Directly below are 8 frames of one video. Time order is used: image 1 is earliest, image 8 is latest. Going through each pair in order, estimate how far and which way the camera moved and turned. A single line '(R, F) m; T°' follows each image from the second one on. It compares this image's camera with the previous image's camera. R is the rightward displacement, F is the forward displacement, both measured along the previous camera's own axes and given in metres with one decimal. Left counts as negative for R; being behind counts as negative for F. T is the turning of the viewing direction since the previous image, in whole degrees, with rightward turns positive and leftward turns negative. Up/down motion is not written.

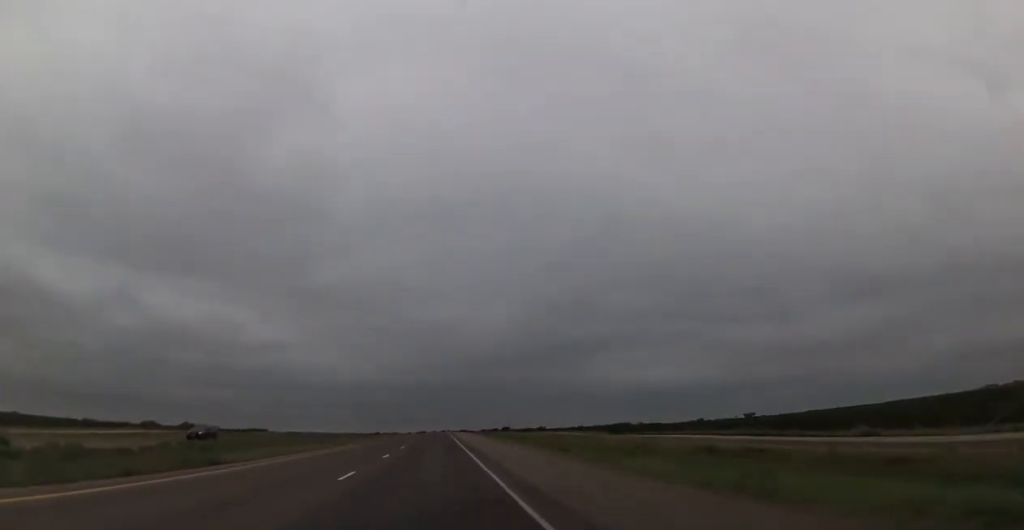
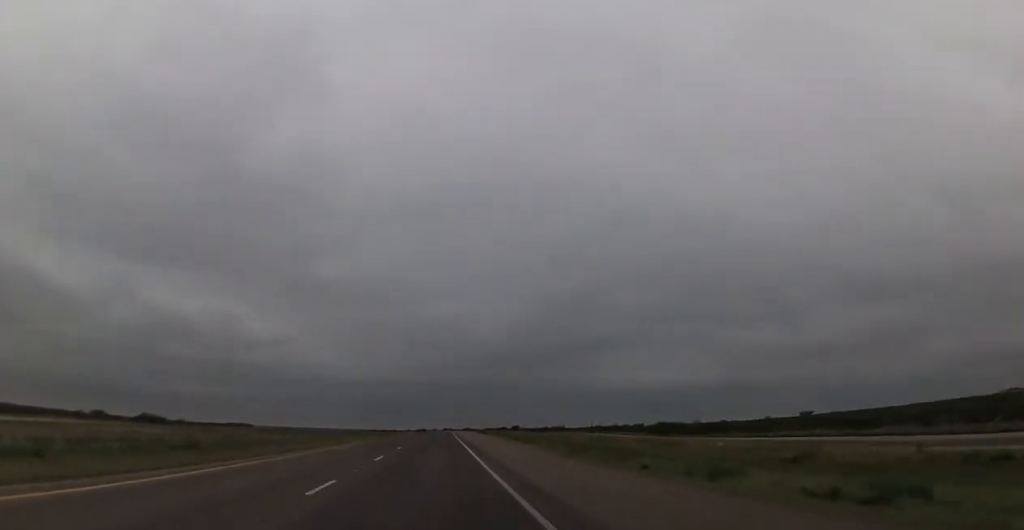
(-0.2, +28.0) m; -1°
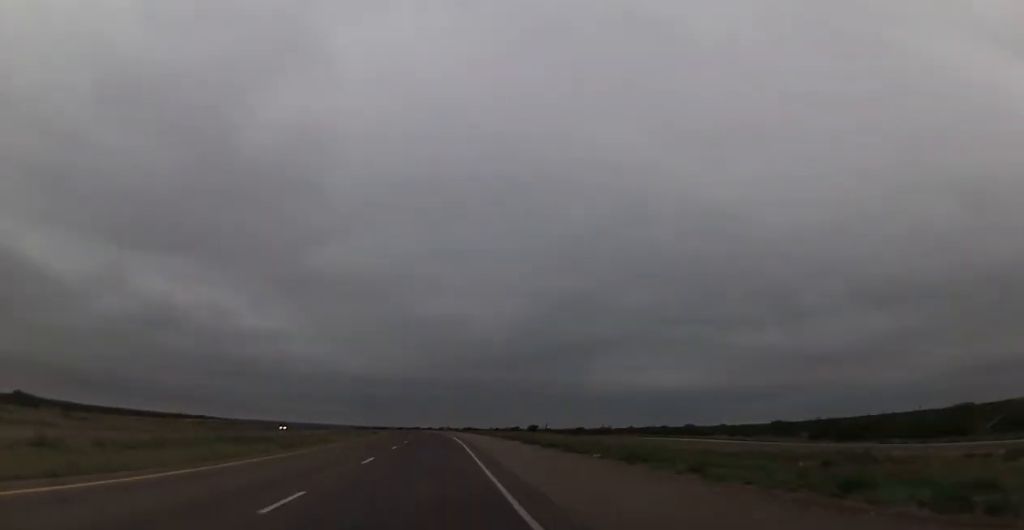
(-0.5, +51.1) m; 0°
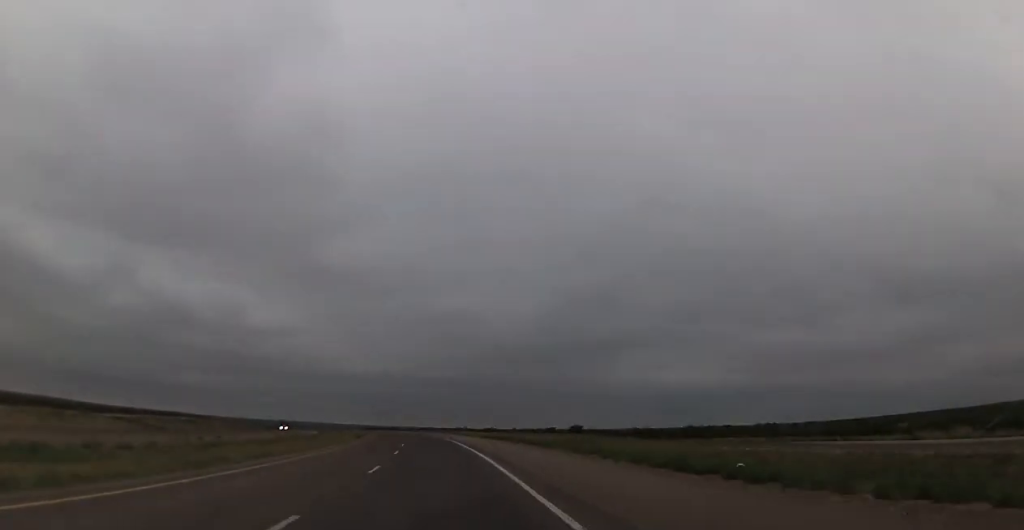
(+0.2, +39.0) m; 0°
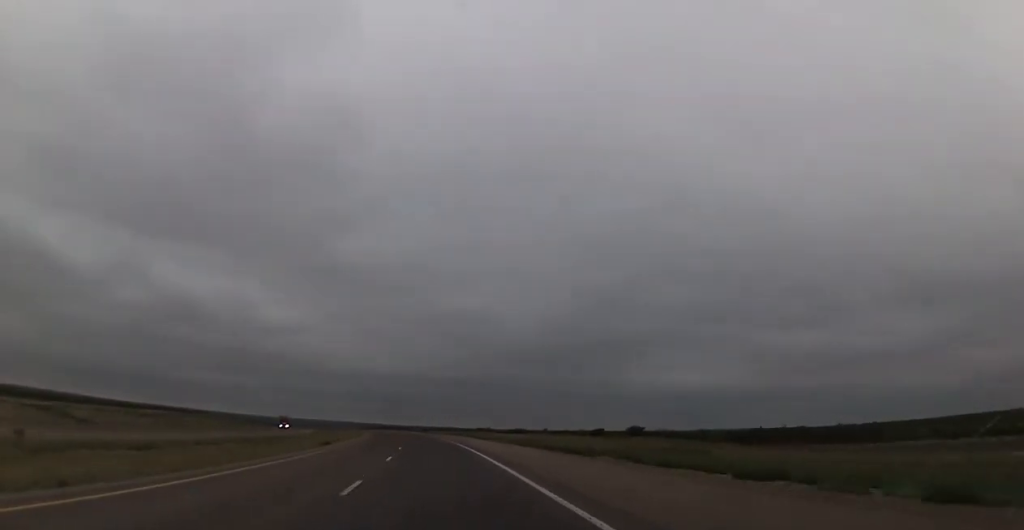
(-0.1, +30.4) m; 0°
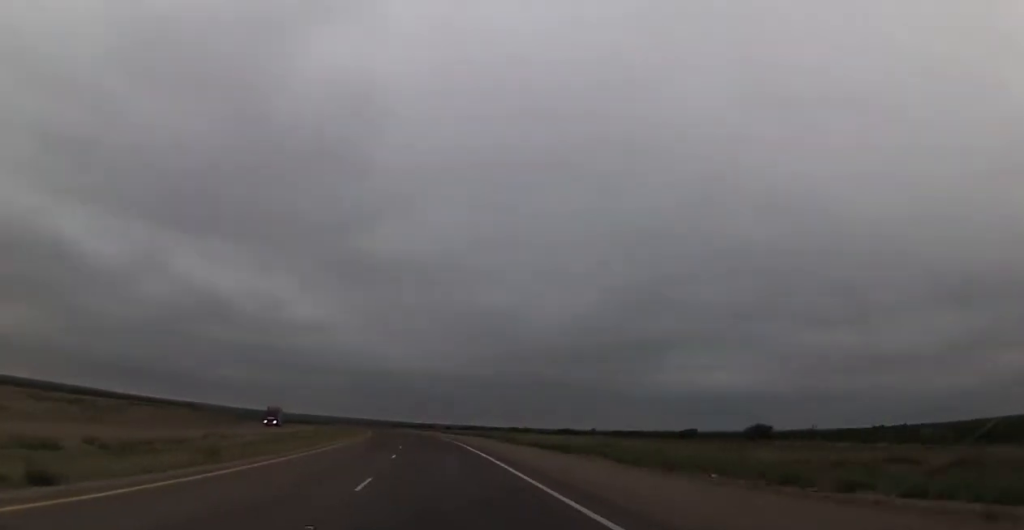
(-0.2, +35.2) m; -1°
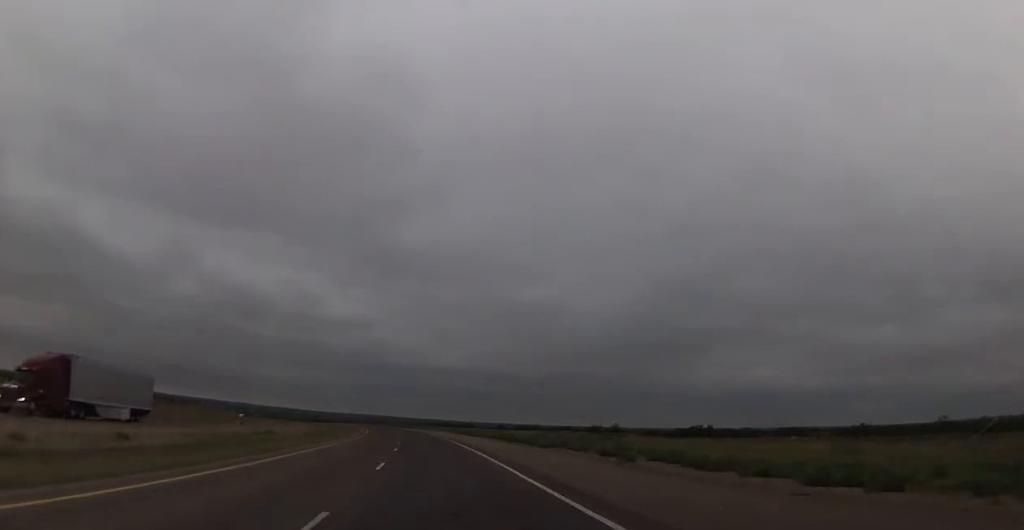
(-1.6, +54.8) m; -3°
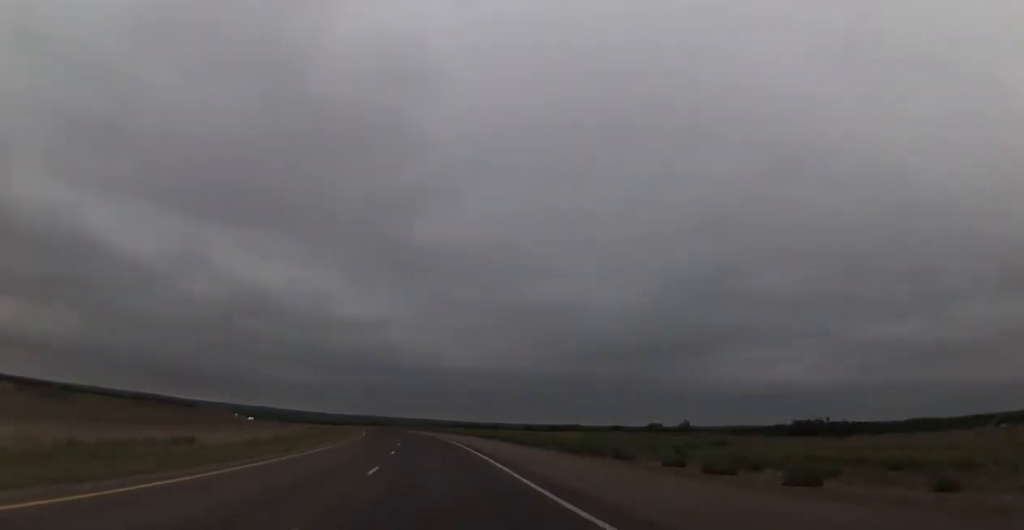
(-0.2, +25.7) m; -2°
